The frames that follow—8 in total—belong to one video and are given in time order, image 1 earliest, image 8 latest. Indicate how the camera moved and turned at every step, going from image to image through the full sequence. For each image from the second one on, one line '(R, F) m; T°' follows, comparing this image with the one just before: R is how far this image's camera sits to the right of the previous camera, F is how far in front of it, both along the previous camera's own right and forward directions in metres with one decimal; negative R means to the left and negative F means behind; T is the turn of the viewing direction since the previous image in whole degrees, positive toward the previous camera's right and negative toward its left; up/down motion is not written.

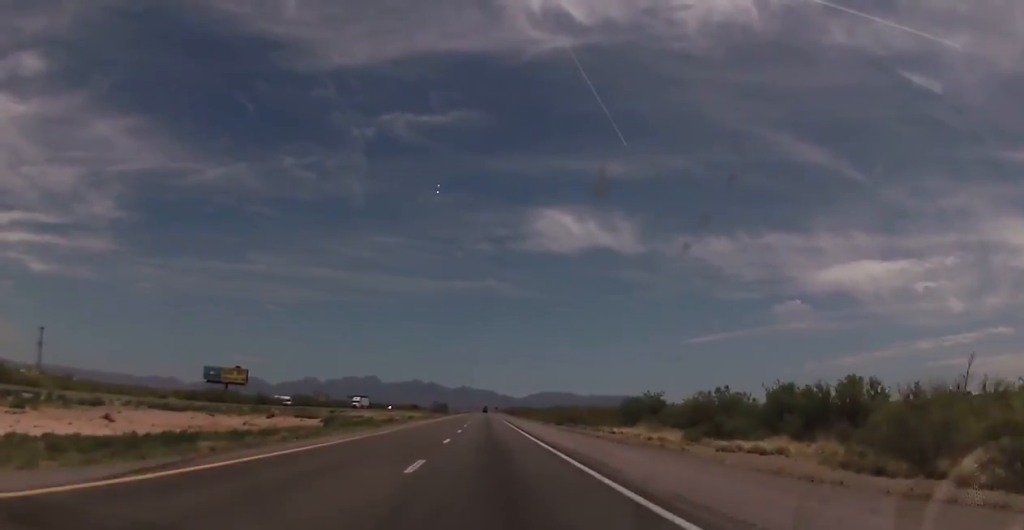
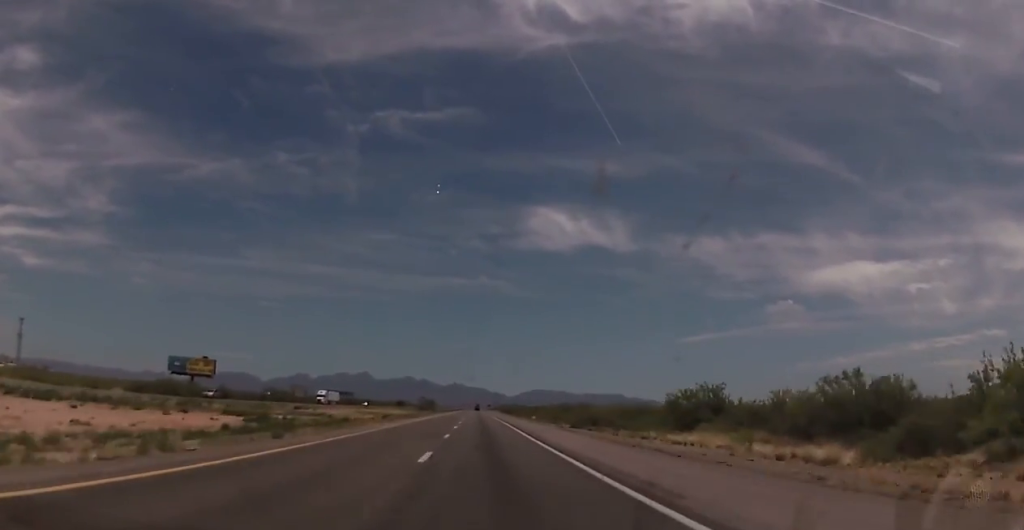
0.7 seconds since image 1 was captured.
(+0.3, +22.2) m; +1°
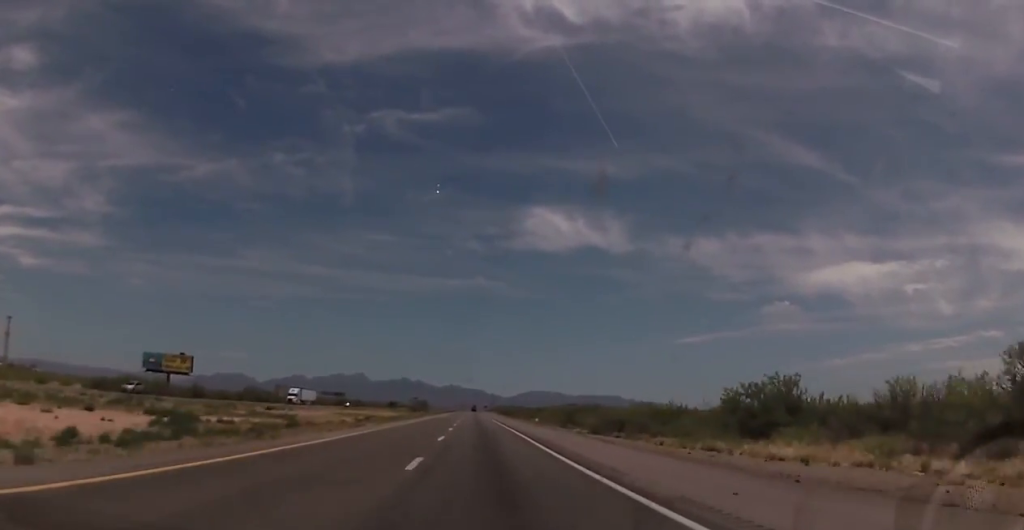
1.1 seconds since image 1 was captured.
(0.0, +14.4) m; 0°
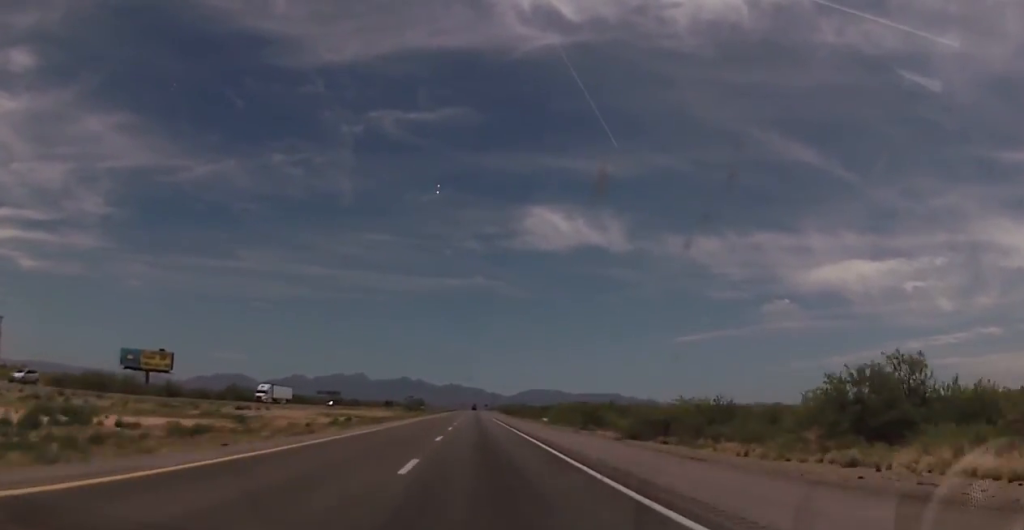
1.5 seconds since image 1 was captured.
(0.0, +13.4) m; 0°
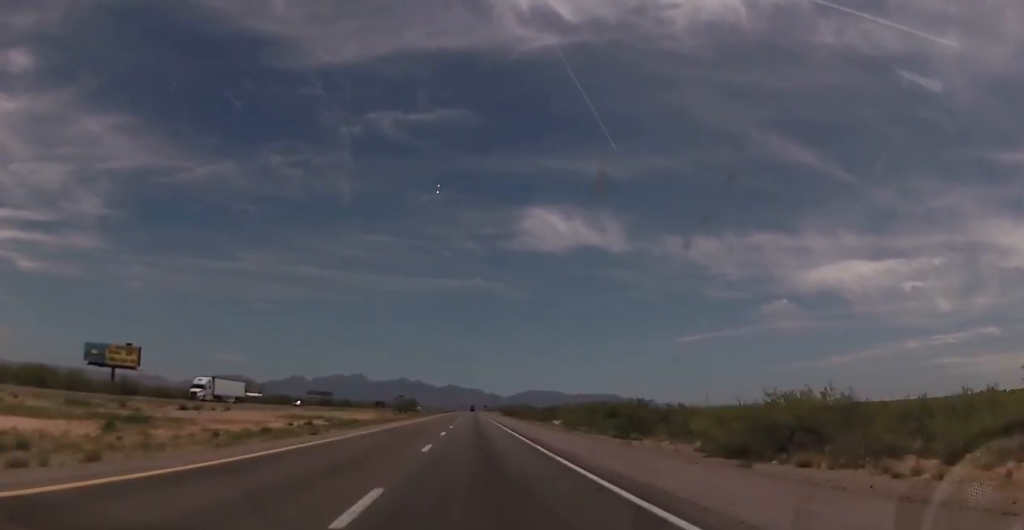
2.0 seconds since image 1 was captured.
(0.0, +17.8) m; 0°
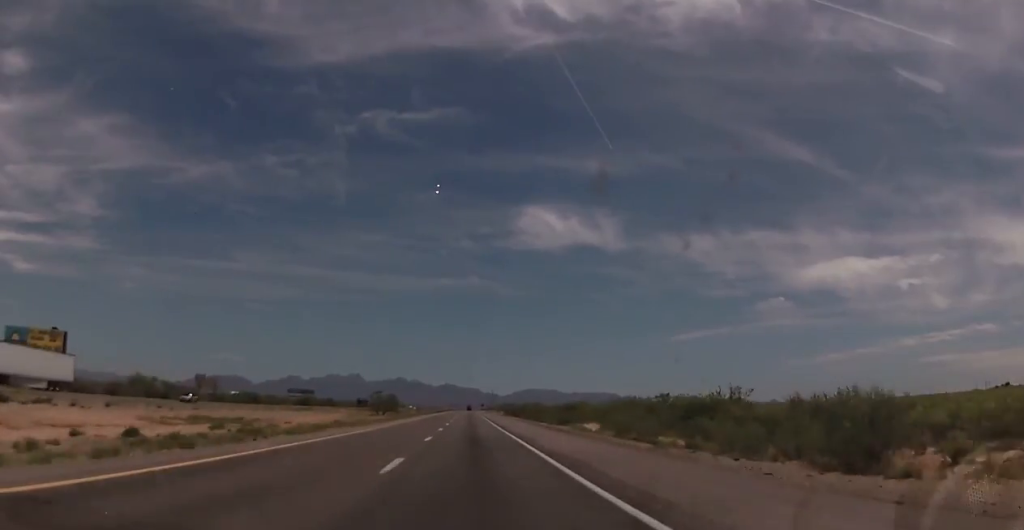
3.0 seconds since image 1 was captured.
(0.0, +31.1) m; 0°
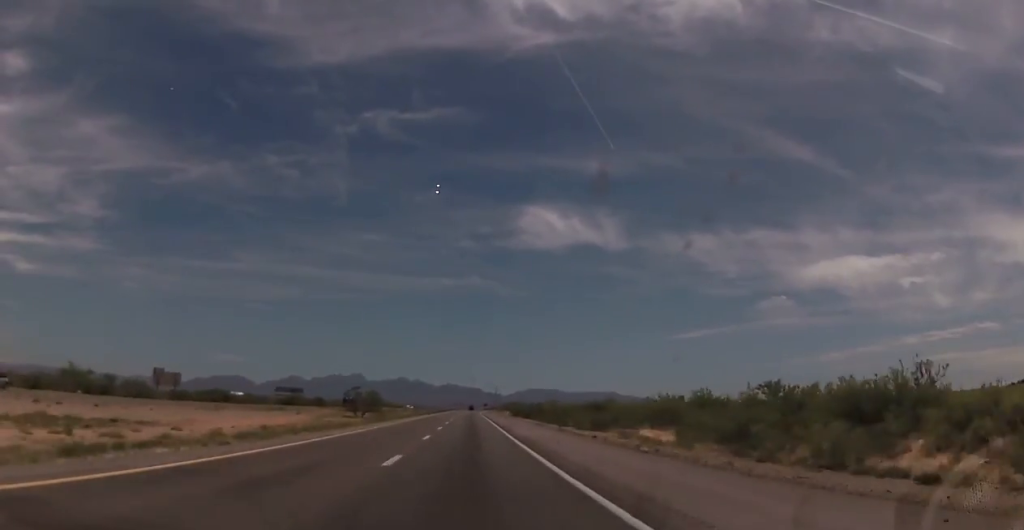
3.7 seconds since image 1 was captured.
(0.0, +23.3) m; +1°
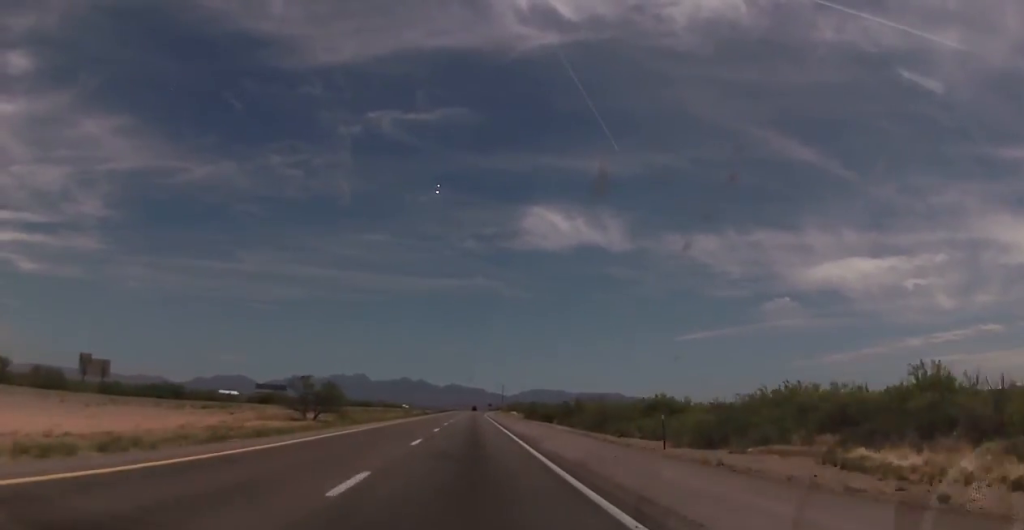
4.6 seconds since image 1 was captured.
(+0.4, +30.0) m; 0°
